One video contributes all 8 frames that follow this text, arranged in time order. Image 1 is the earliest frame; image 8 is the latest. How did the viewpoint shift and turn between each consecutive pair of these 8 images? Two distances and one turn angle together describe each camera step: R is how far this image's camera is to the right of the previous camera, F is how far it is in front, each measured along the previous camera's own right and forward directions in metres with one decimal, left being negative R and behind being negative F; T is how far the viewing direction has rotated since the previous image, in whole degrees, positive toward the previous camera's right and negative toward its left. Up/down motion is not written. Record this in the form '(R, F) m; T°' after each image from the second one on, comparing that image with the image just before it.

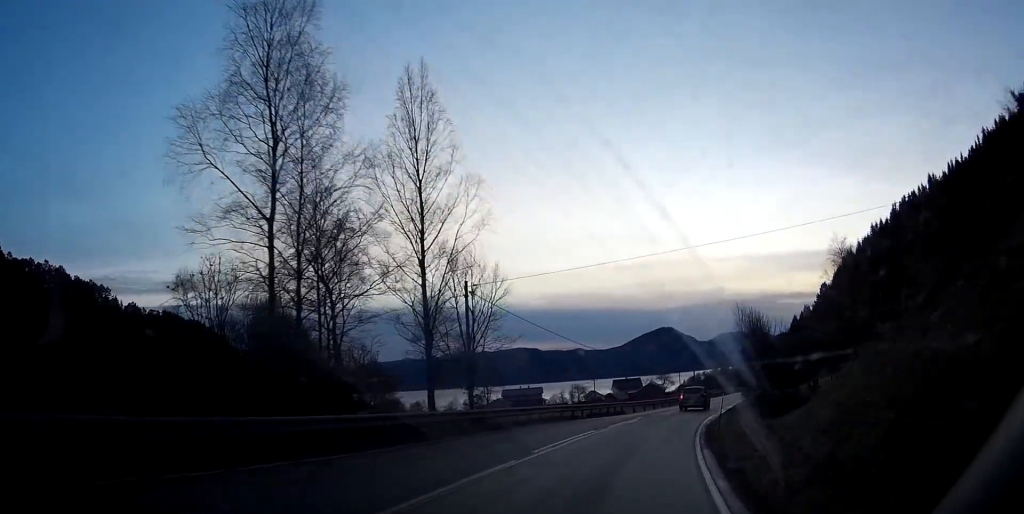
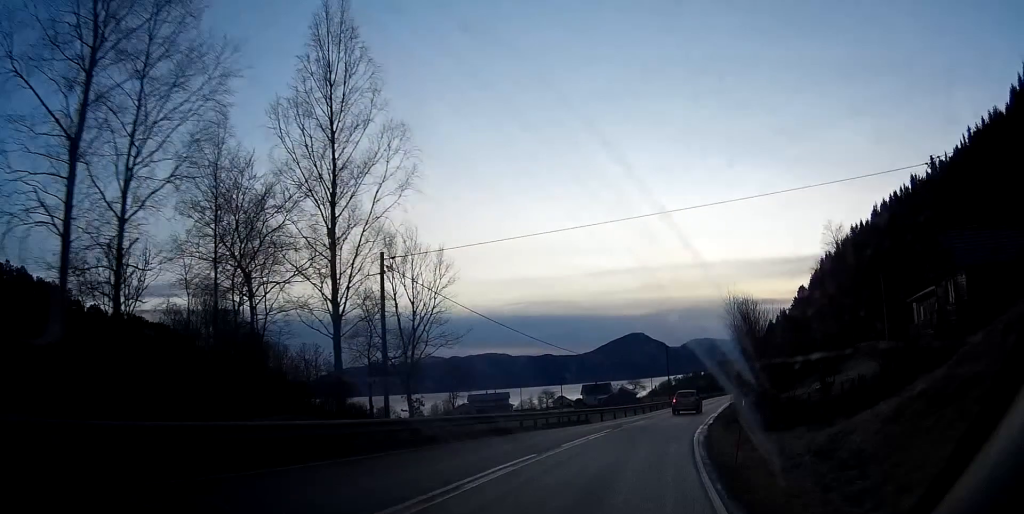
(0.0, +8.0) m; +1°
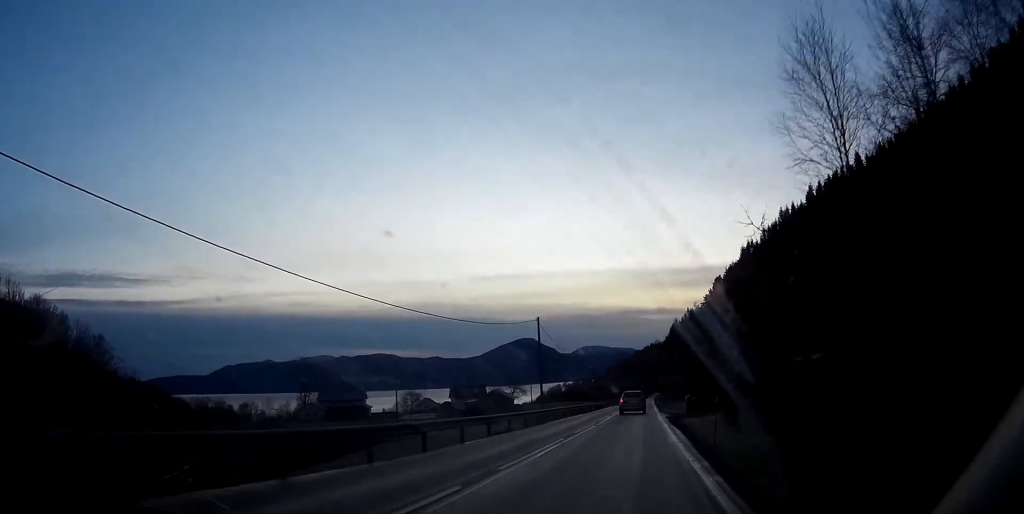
(+3.6, +40.8) m; +9°
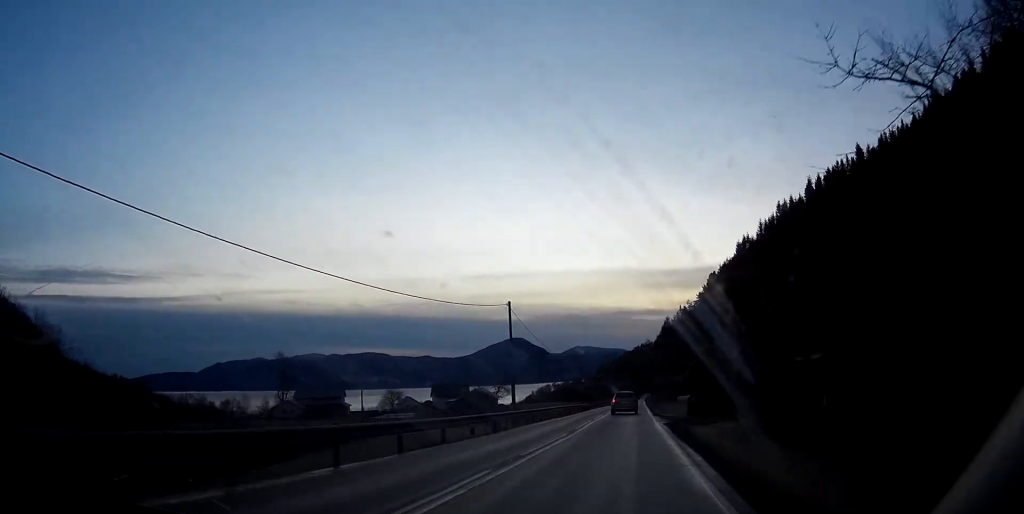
(+0.2, +9.6) m; +1°
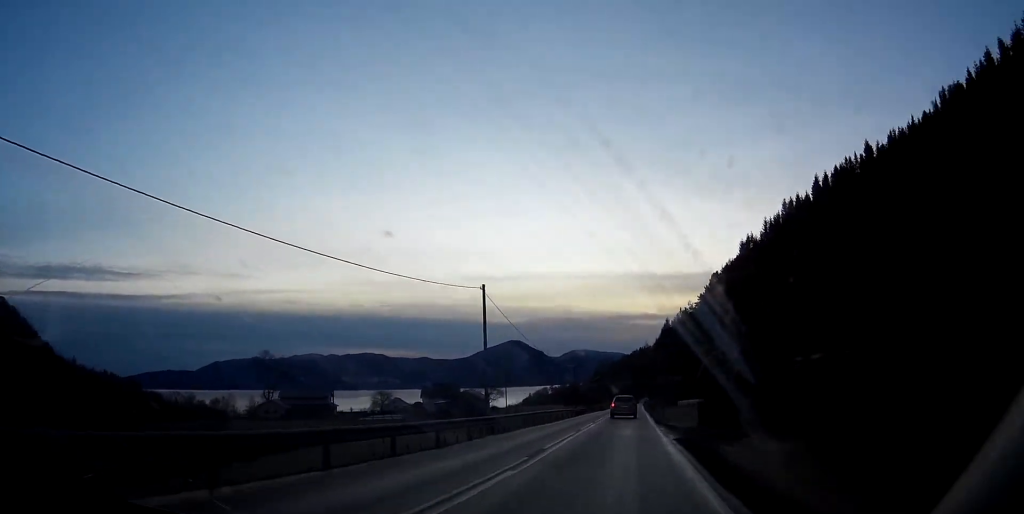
(0.0, +8.6) m; +1°
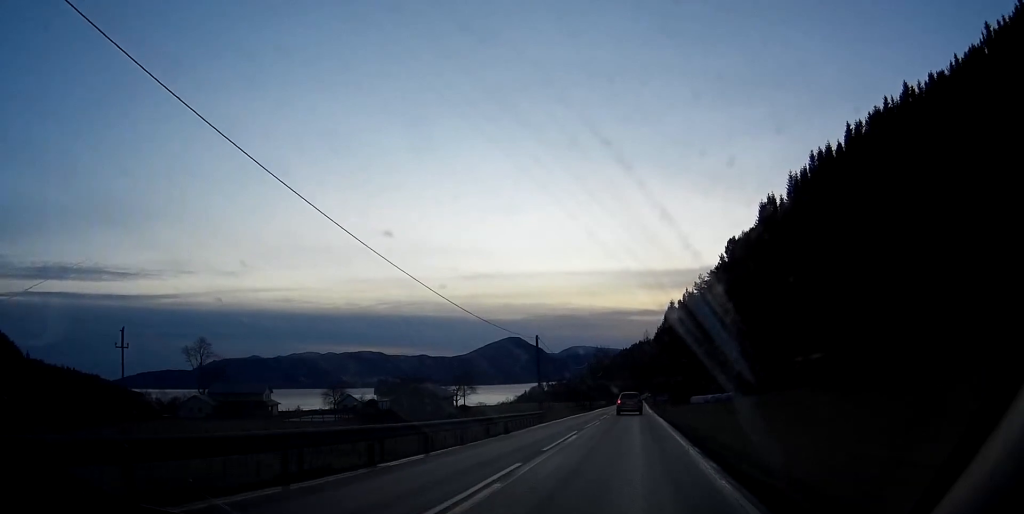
(+0.4, +38.4) m; +1°
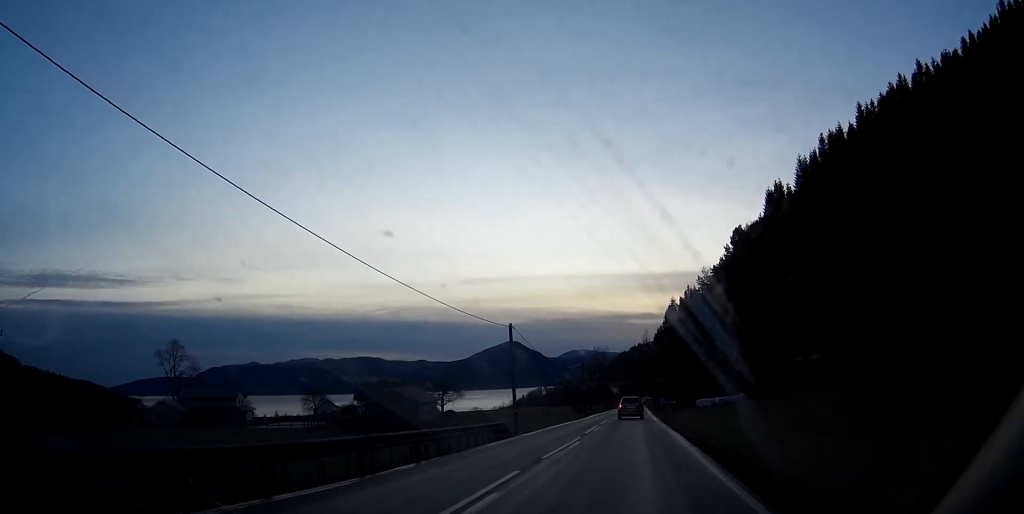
(-0.1, +12.8) m; 0°
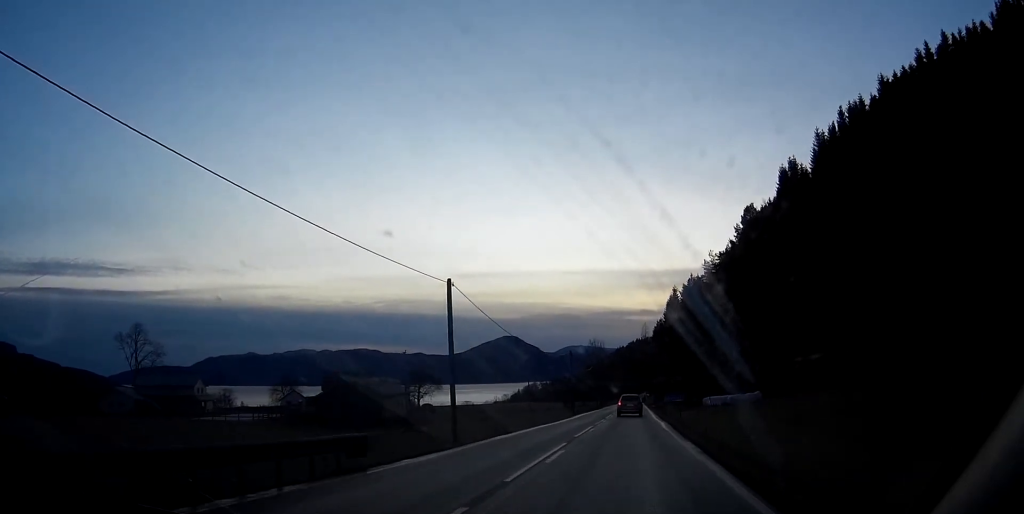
(+0.1, +16.1) m; 0°
